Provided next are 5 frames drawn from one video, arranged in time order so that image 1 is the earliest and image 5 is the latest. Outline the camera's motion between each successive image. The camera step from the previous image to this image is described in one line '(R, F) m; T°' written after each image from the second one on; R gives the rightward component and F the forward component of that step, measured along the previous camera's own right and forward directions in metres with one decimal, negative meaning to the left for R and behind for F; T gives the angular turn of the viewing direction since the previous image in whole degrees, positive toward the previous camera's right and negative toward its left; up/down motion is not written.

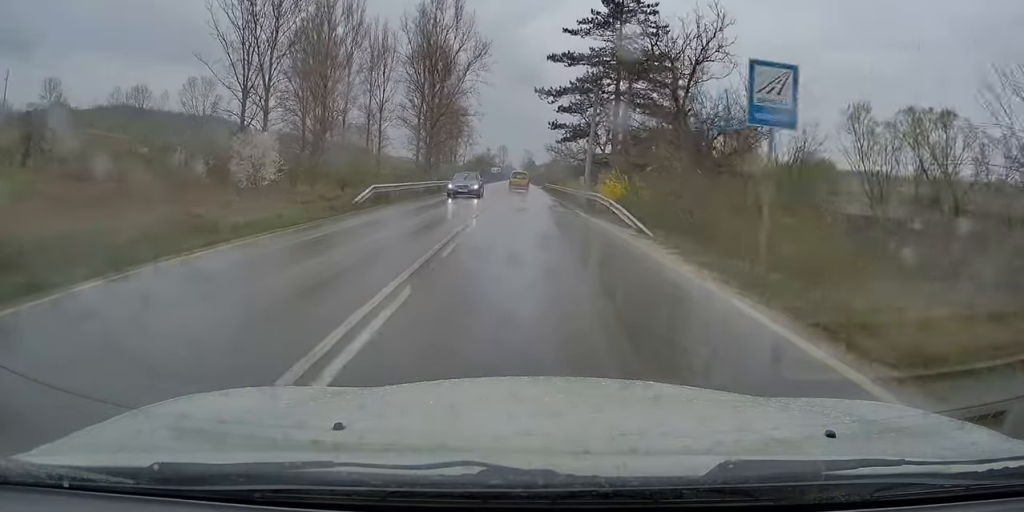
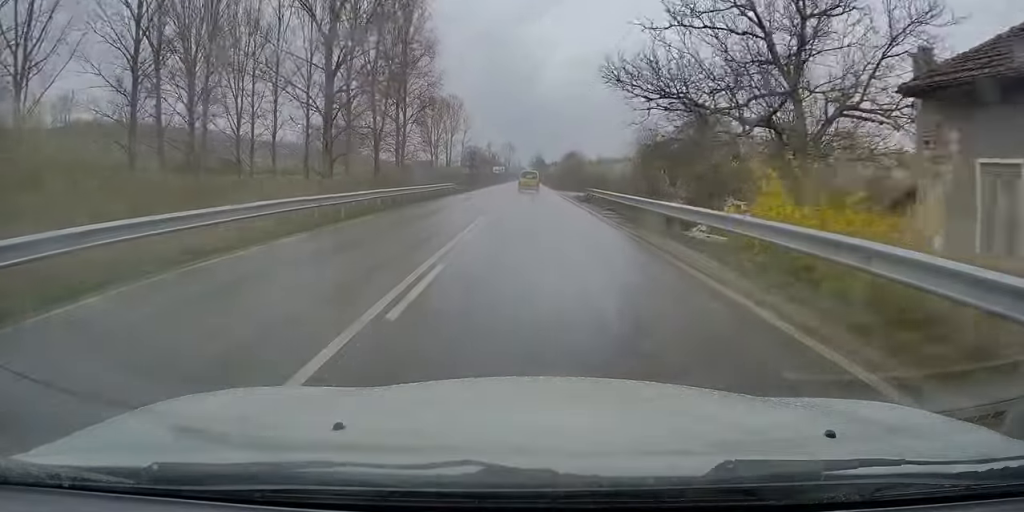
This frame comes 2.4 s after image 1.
(-0.1, +49.5) m; -1°
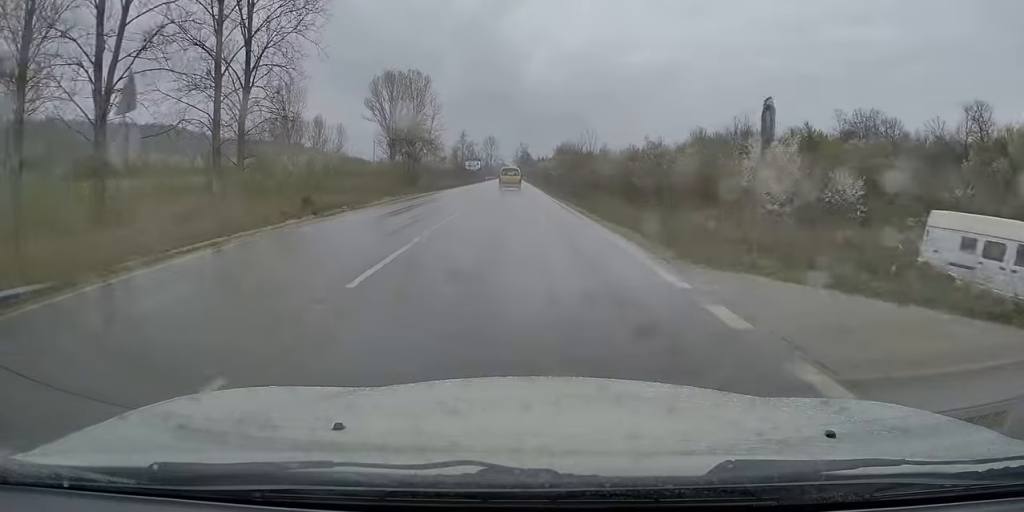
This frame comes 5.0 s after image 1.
(+0.7, +52.6) m; +2°
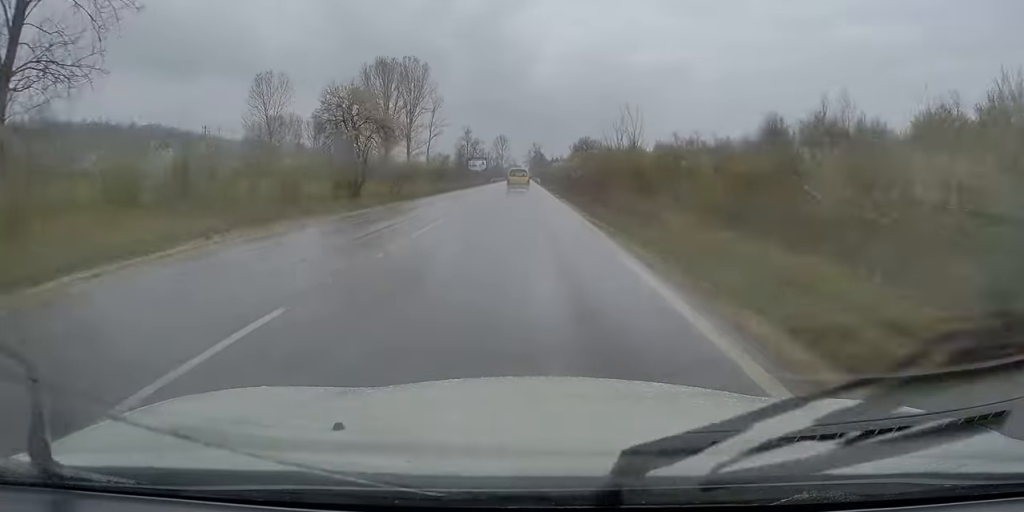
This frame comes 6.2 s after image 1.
(-0.2, +24.9) m; -1°
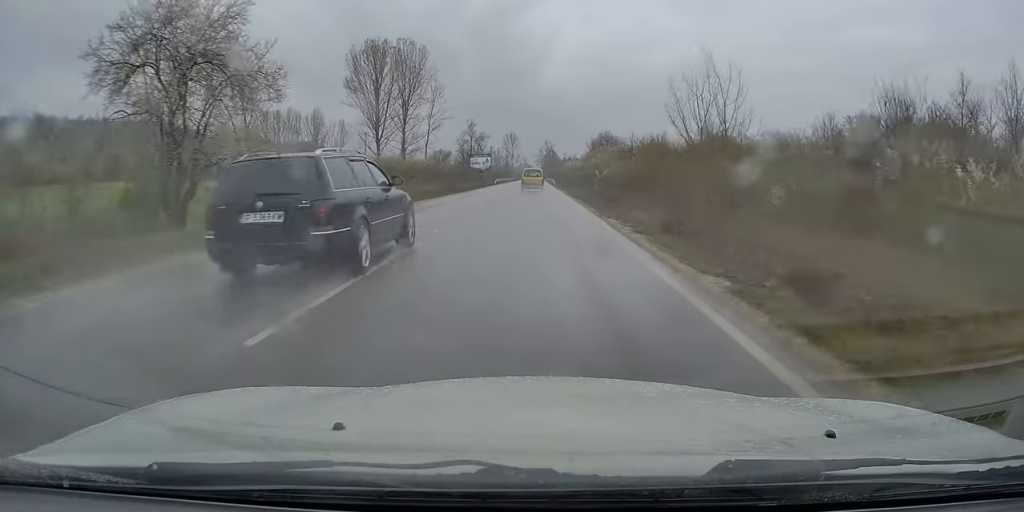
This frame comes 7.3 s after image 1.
(-0.2, +22.3) m; 0°
